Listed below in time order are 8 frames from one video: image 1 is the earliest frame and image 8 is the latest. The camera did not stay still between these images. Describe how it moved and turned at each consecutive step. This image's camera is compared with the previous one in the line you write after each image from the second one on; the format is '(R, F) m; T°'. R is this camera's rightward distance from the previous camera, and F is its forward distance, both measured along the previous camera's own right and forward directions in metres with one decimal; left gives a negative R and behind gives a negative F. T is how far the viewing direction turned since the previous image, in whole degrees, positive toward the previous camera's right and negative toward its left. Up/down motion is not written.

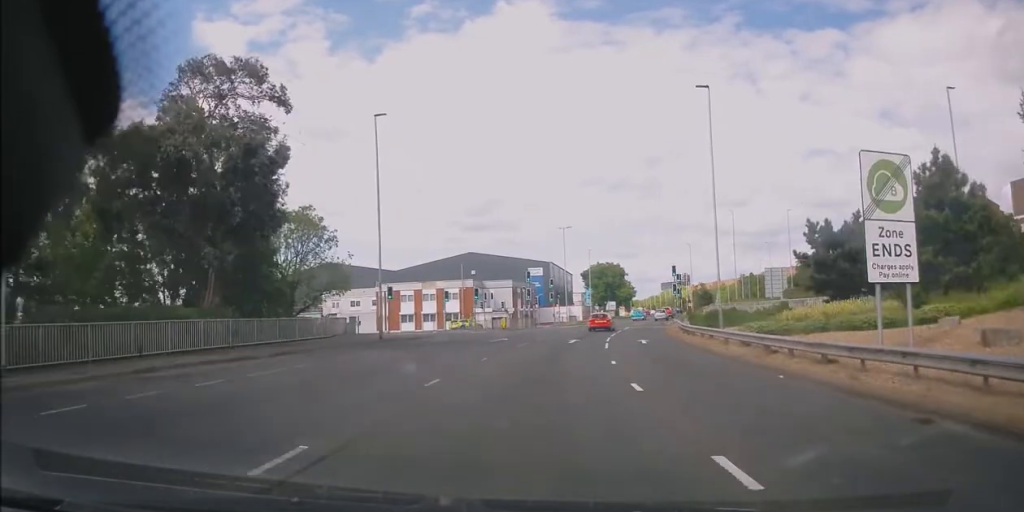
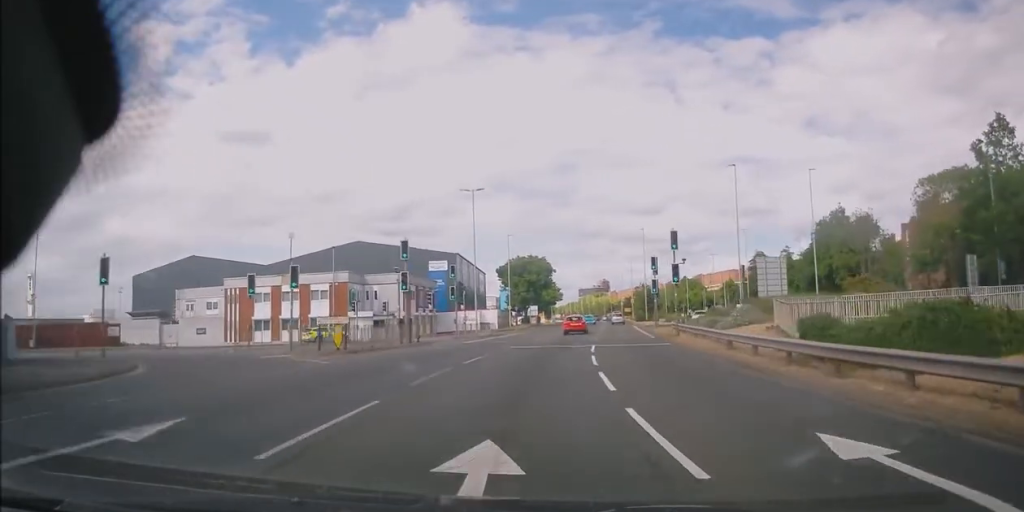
(+1.6, +27.1) m; +7°
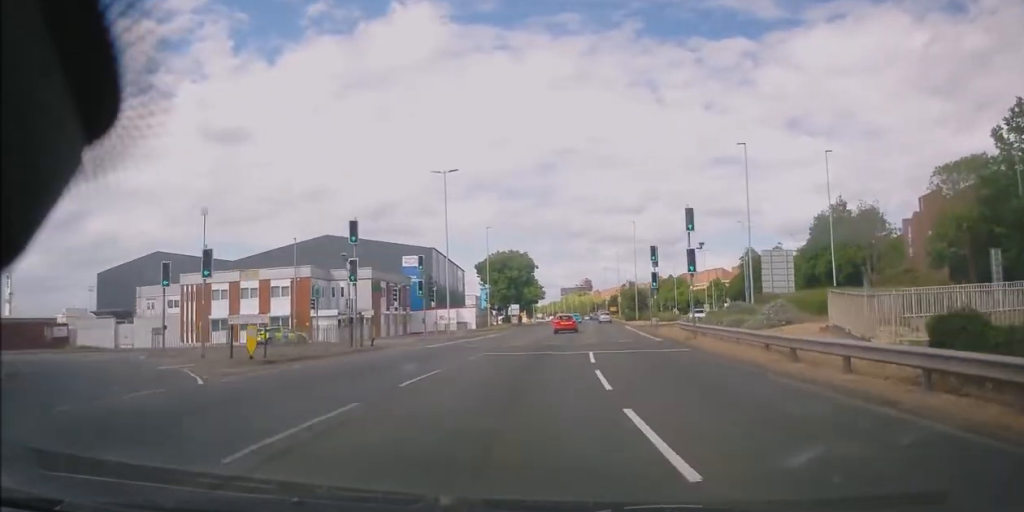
(0.0, +6.4) m; +2°
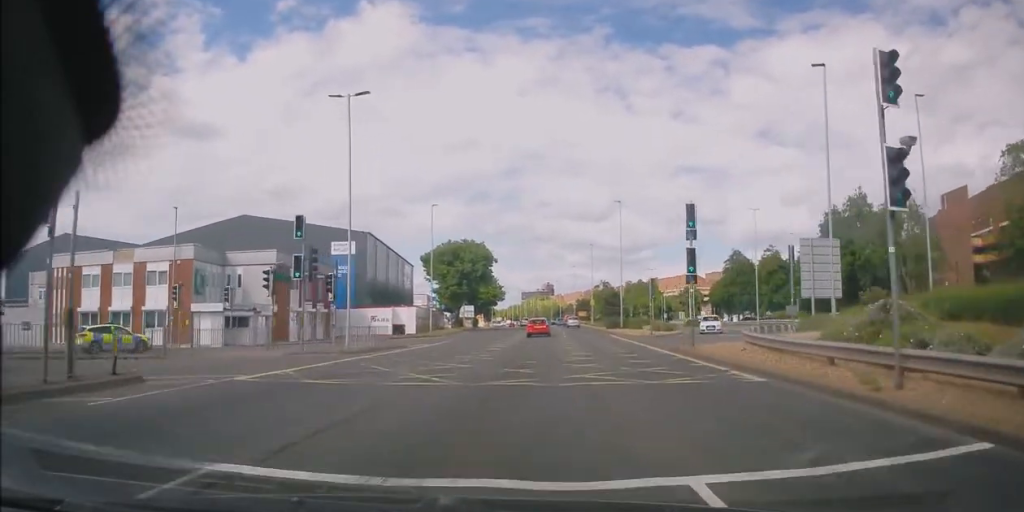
(+0.6, +17.0) m; +3°
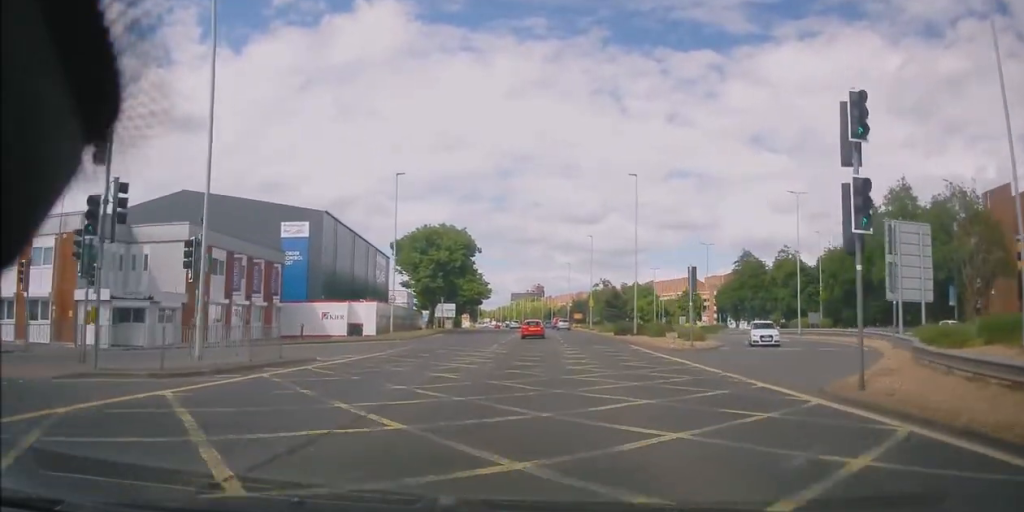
(+0.2, +13.0) m; +1°
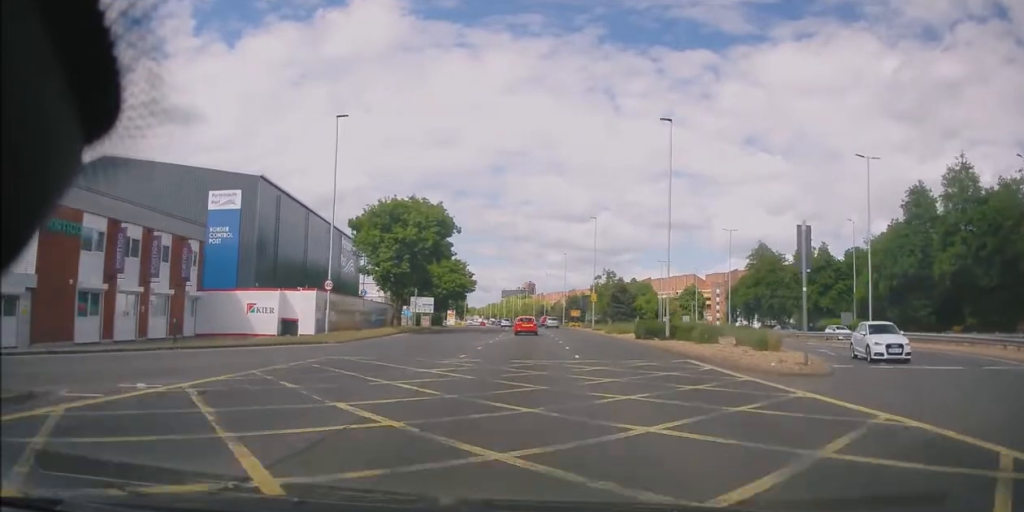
(0.0, +13.7) m; +1°
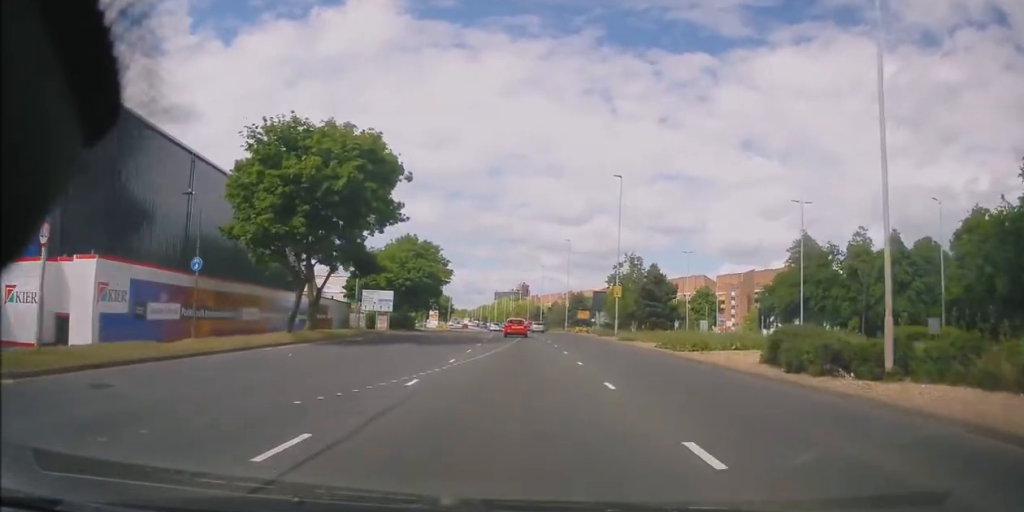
(+0.4, +22.0) m; +1°
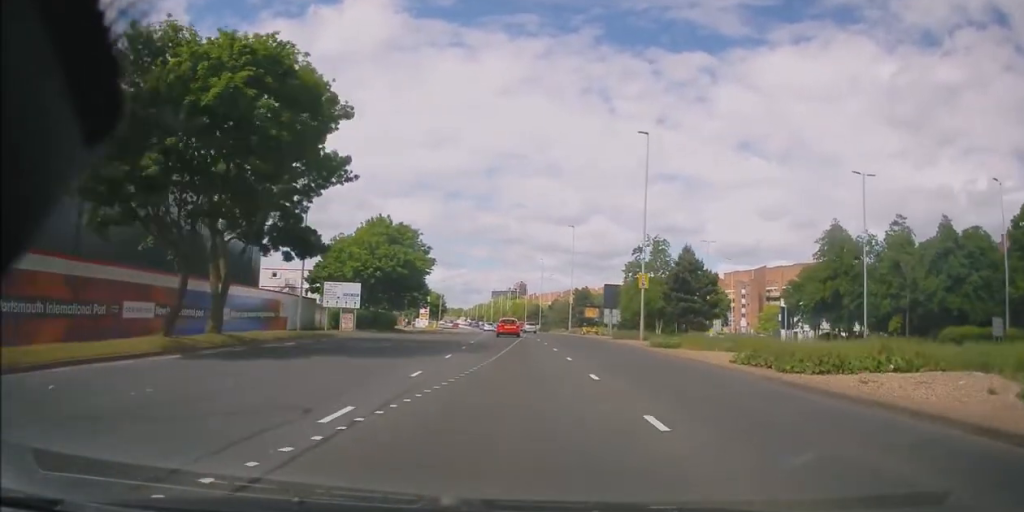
(+0.1, +11.4) m; 0°
